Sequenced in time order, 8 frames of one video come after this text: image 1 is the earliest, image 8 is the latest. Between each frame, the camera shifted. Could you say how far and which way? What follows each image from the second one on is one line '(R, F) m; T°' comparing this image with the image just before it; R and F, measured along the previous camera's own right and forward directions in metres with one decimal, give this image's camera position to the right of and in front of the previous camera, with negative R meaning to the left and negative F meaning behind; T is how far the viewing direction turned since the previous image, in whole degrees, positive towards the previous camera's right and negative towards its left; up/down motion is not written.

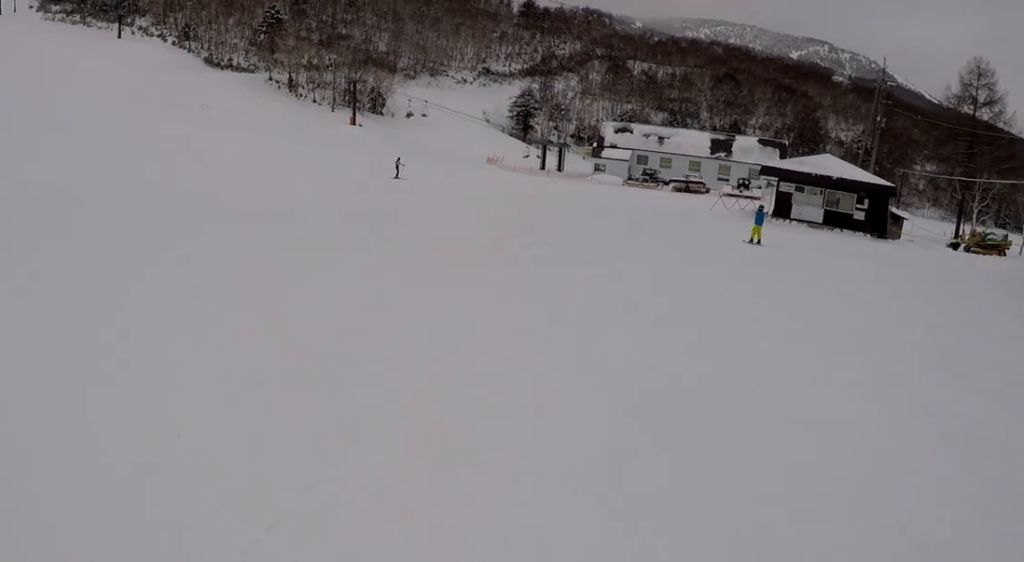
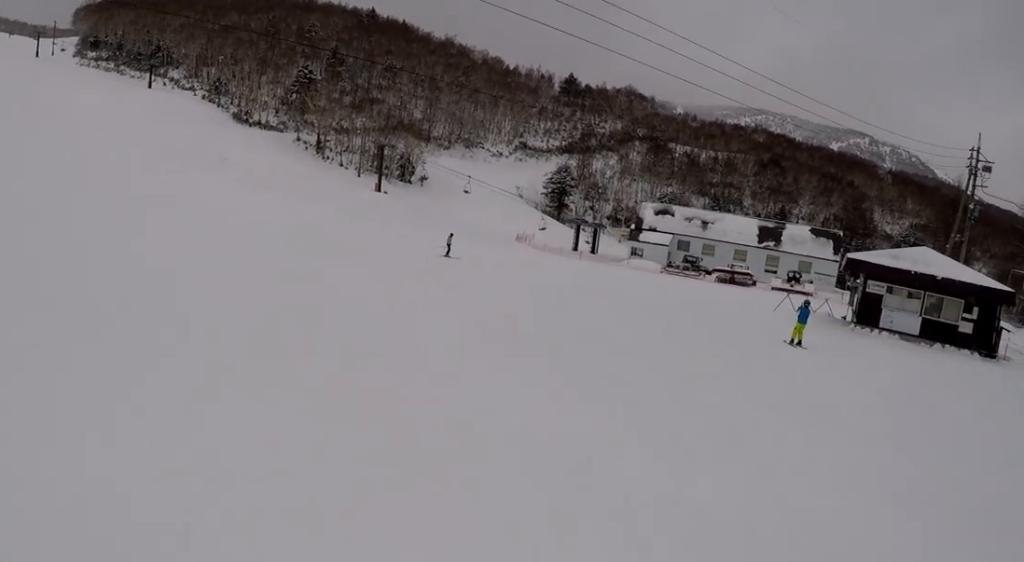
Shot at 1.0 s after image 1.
(+1.4, +8.0) m; +1°
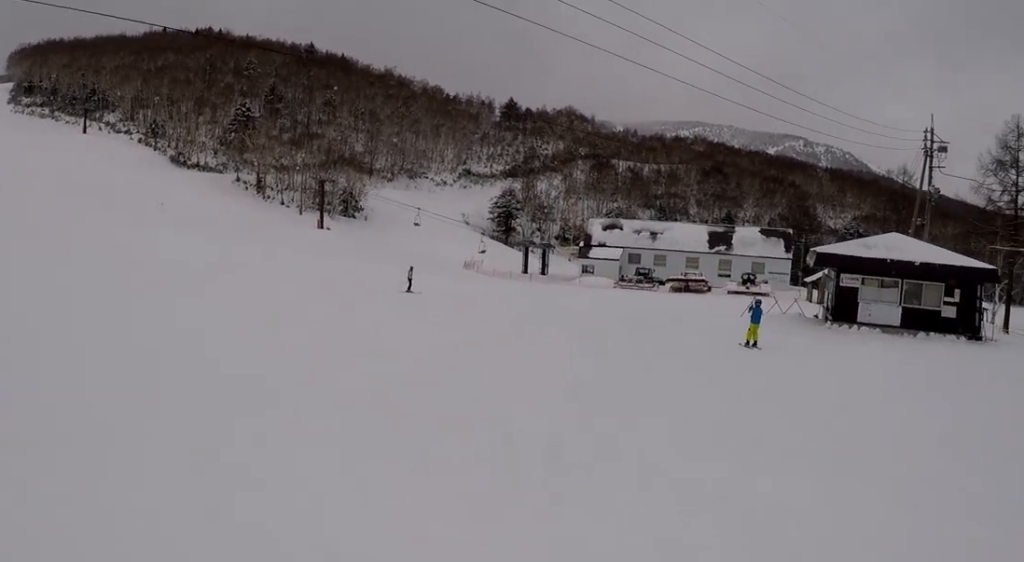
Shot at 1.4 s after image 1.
(-0.6, +3.2) m; 0°
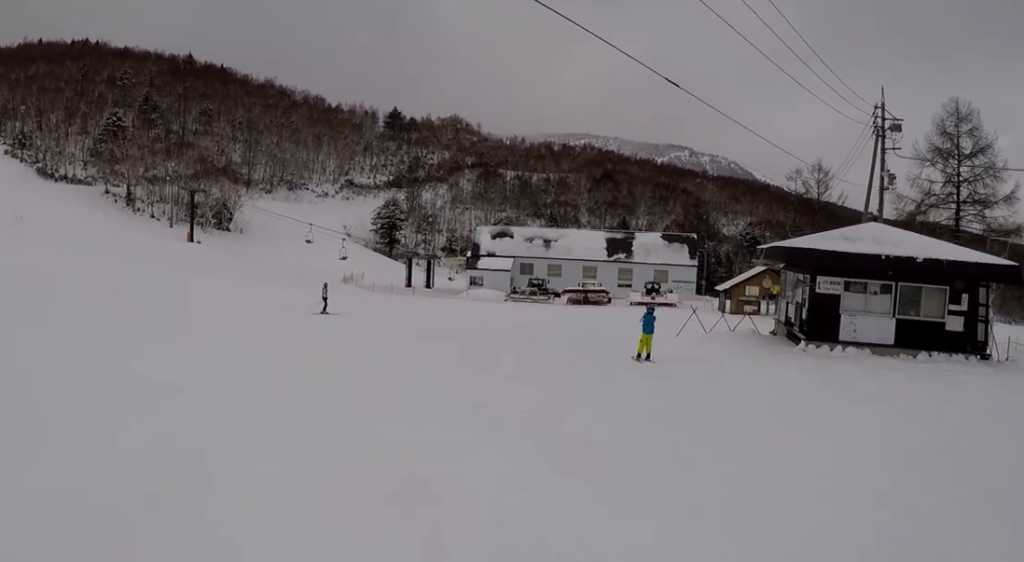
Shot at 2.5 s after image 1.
(-0.2, +7.6) m; +4°
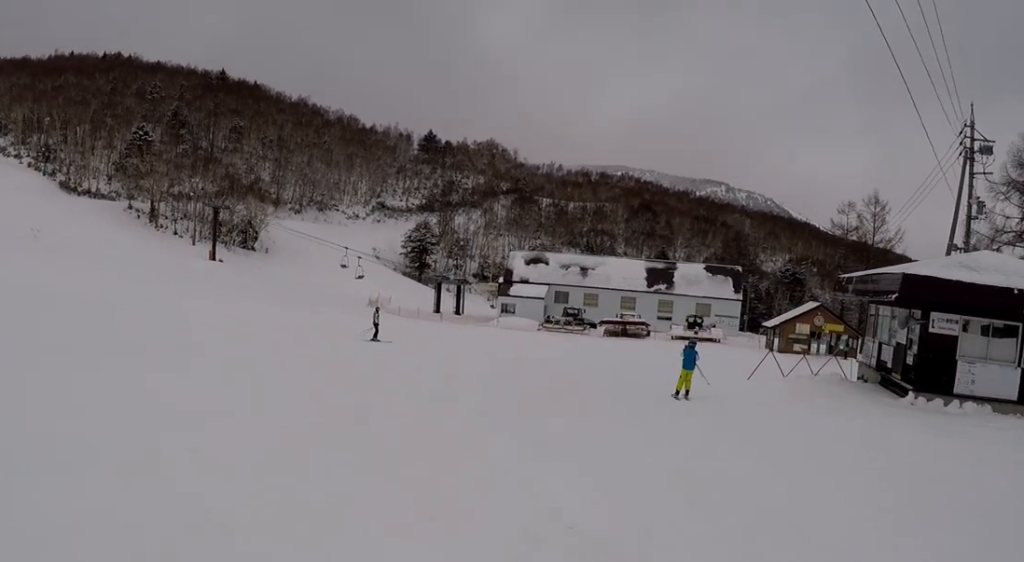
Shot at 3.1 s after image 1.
(+0.4, +4.2) m; +5°
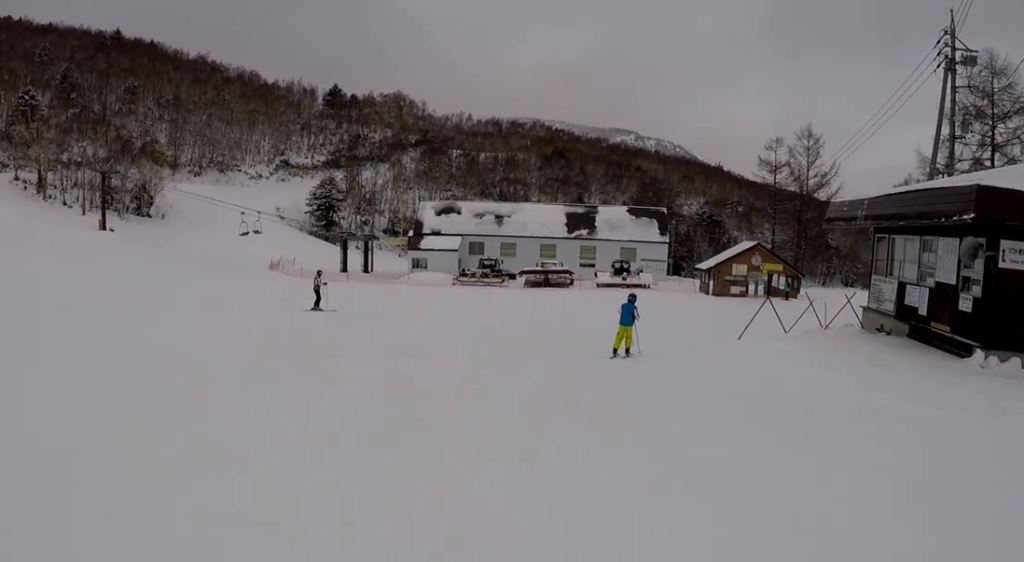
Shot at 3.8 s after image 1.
(0.0, +5.8) m; 0°
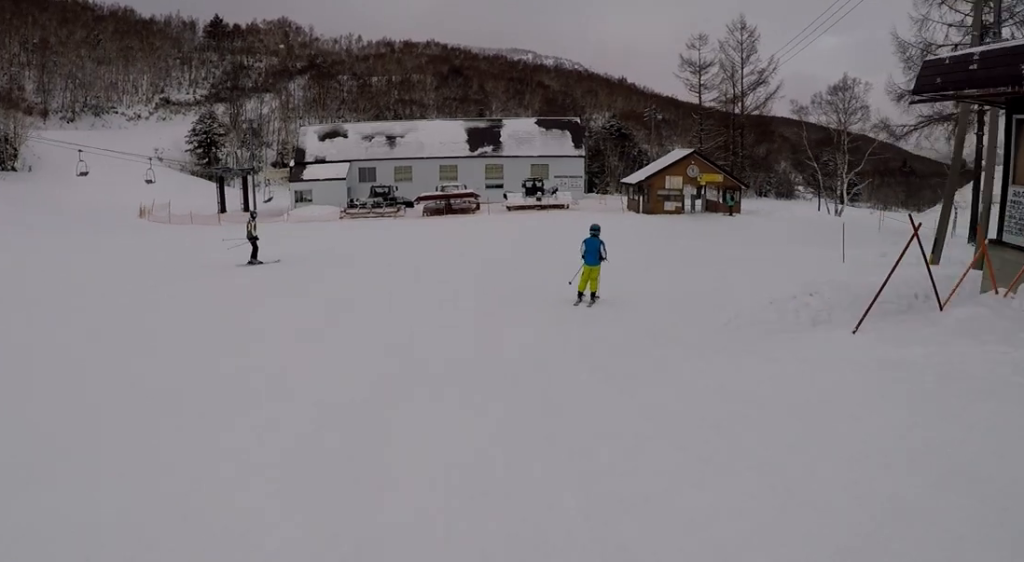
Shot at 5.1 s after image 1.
(+0.2, +8.6) m; +12°
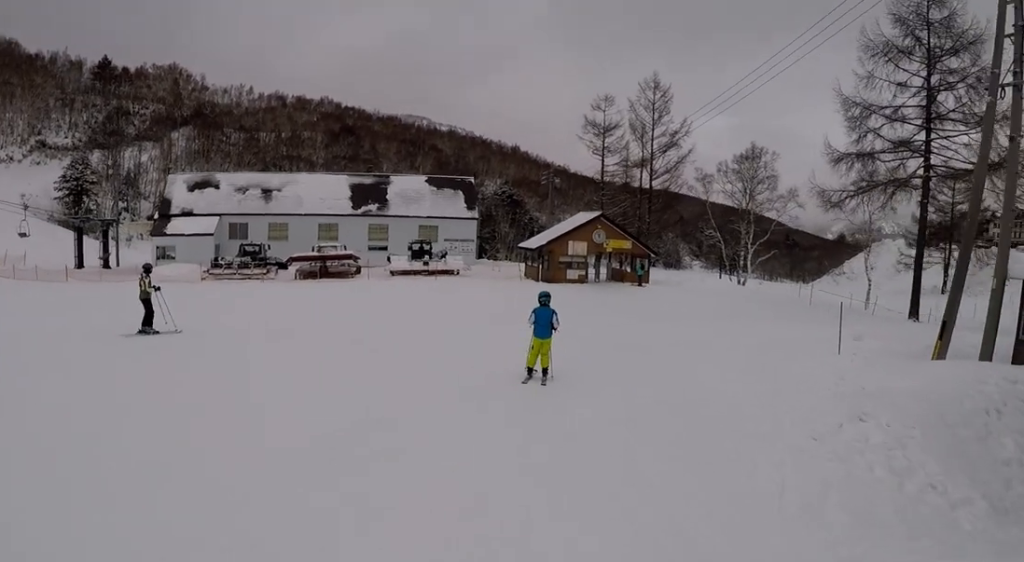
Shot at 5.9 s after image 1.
(+1.0, +5.8) m; +17°
